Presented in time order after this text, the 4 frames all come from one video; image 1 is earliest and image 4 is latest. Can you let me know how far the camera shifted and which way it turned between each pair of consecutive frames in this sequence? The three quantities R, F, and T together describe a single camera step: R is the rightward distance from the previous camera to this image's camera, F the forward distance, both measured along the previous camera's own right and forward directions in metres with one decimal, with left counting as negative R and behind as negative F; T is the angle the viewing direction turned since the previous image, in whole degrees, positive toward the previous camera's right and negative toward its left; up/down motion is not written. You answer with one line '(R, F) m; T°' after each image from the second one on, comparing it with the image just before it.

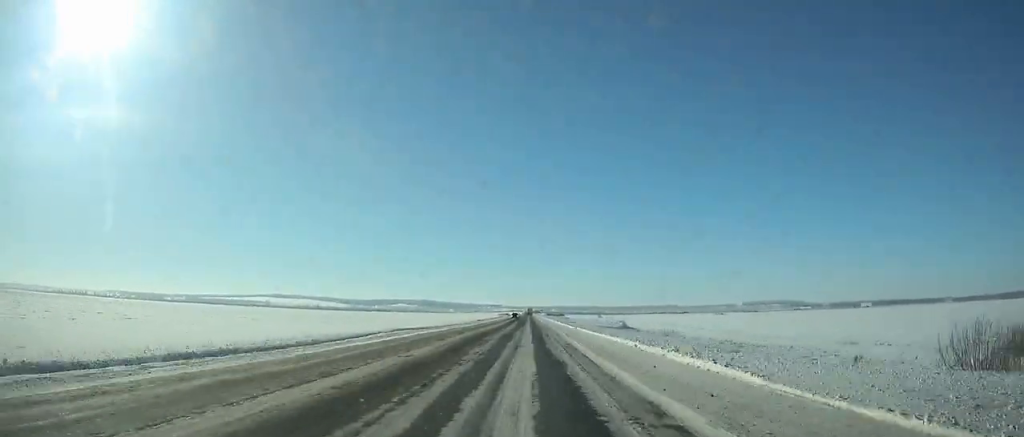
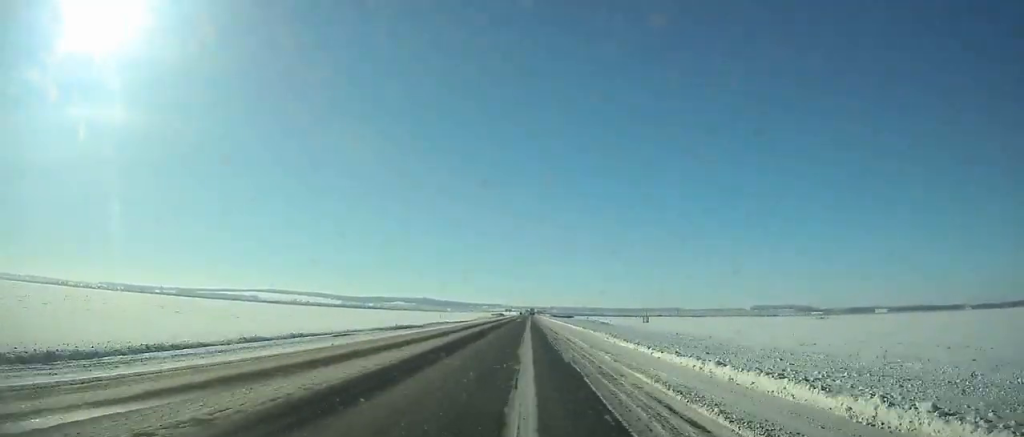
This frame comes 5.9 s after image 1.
(-0.3, +117.3) m; 0°
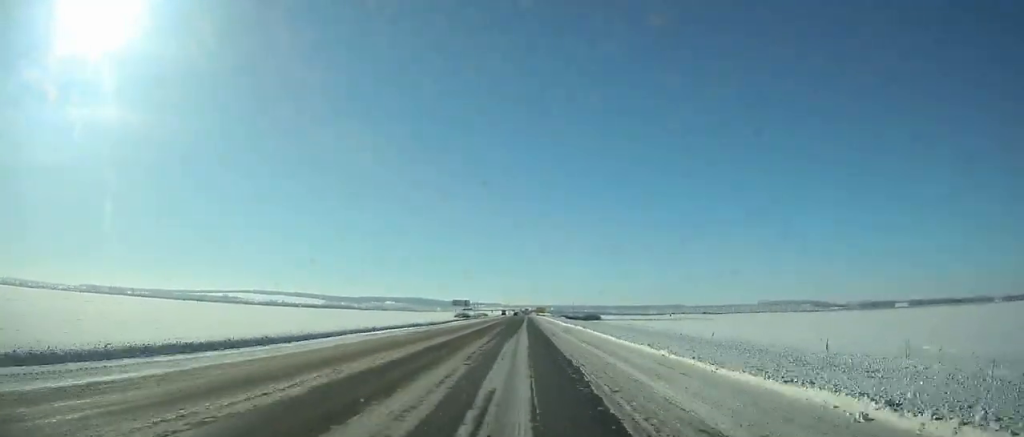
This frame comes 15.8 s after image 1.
(-0.4, +196.8) m; 0°
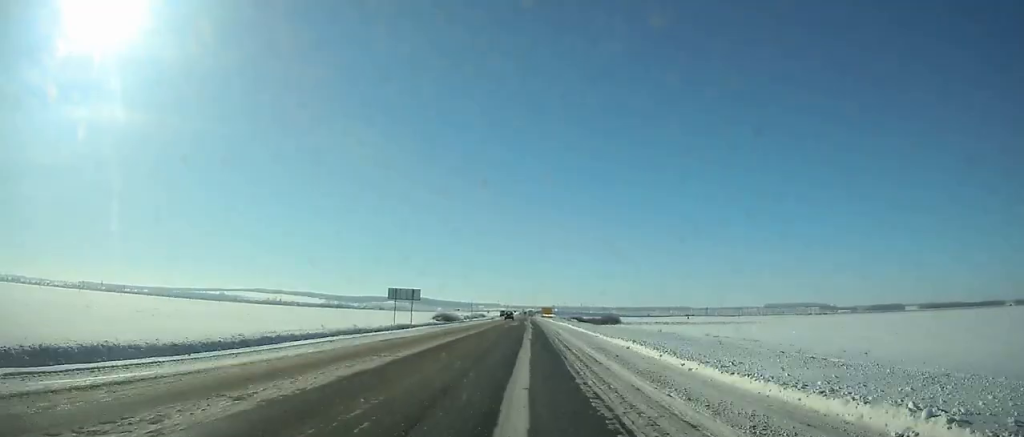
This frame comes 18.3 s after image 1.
(+0.1, +49.2) m; 0°
